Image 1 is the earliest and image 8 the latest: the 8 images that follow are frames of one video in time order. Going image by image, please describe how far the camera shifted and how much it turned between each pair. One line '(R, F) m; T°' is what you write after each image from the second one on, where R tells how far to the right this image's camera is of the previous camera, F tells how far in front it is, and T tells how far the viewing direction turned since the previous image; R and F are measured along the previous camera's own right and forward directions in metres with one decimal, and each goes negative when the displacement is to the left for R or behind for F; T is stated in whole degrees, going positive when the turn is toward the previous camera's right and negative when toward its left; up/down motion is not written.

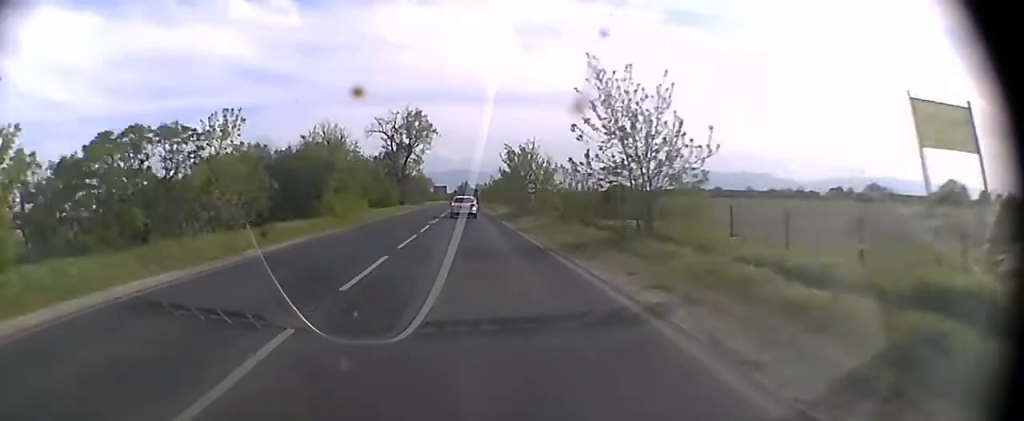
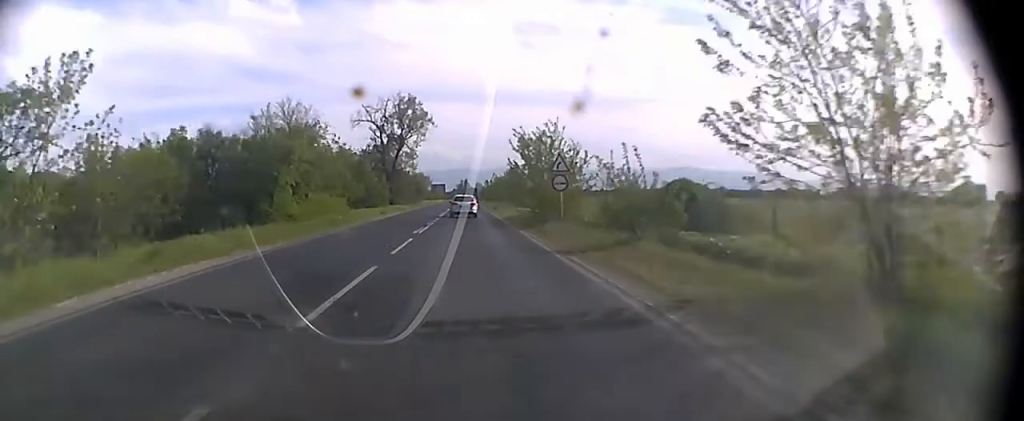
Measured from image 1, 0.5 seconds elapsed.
(0.0, +11.3) m; 0°
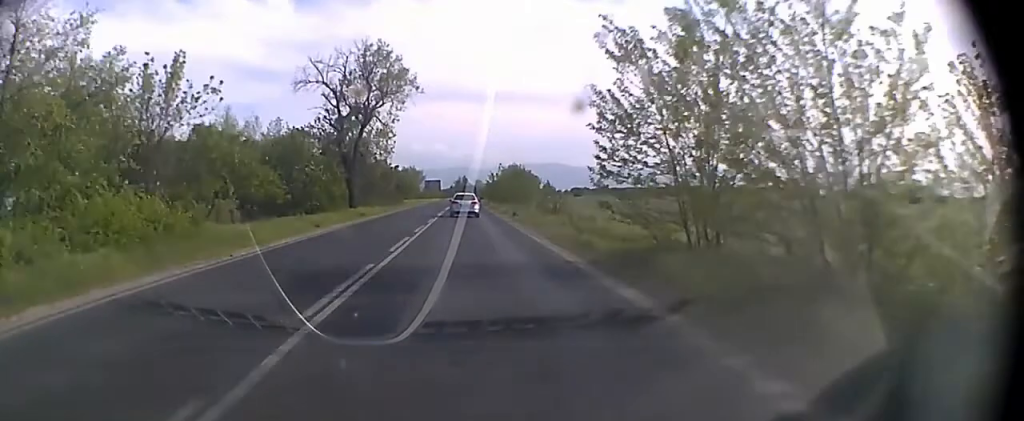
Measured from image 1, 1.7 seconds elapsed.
(0.0, +26.9) m; 0°
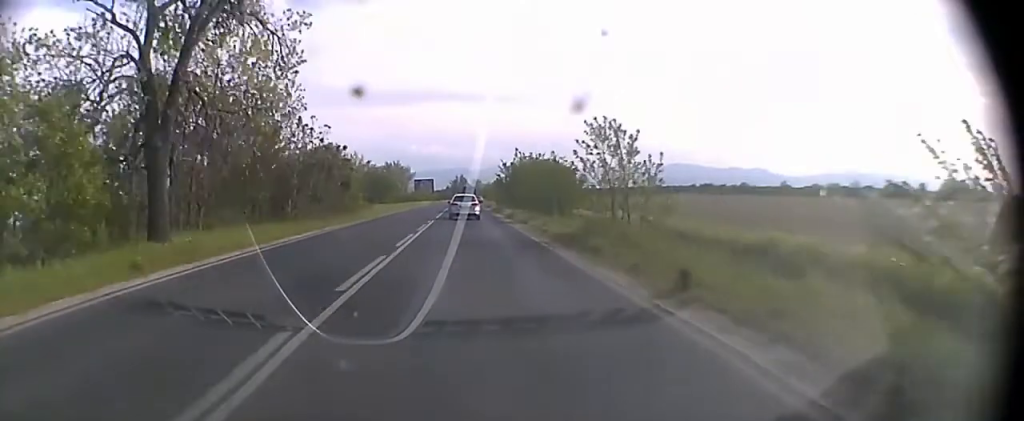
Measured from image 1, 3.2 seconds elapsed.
(+0.1, +33.4) m; 0°
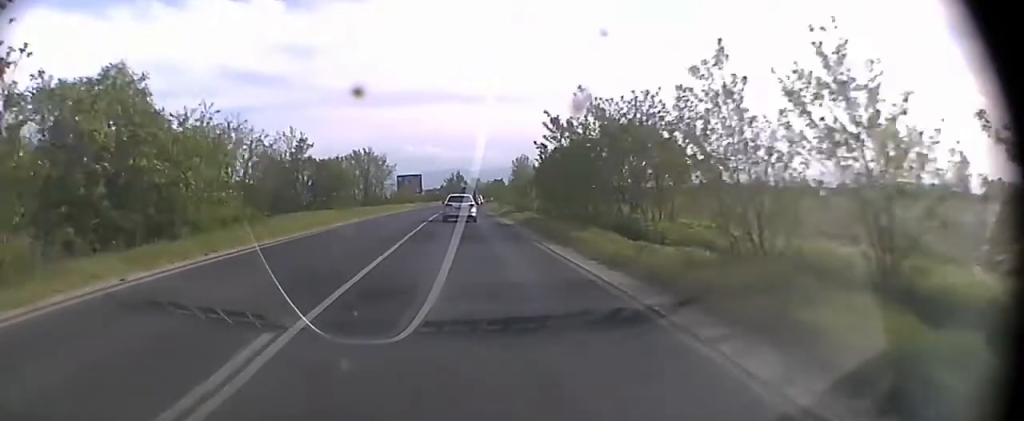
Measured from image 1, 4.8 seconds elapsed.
(0.0, +35.6) m; 0°
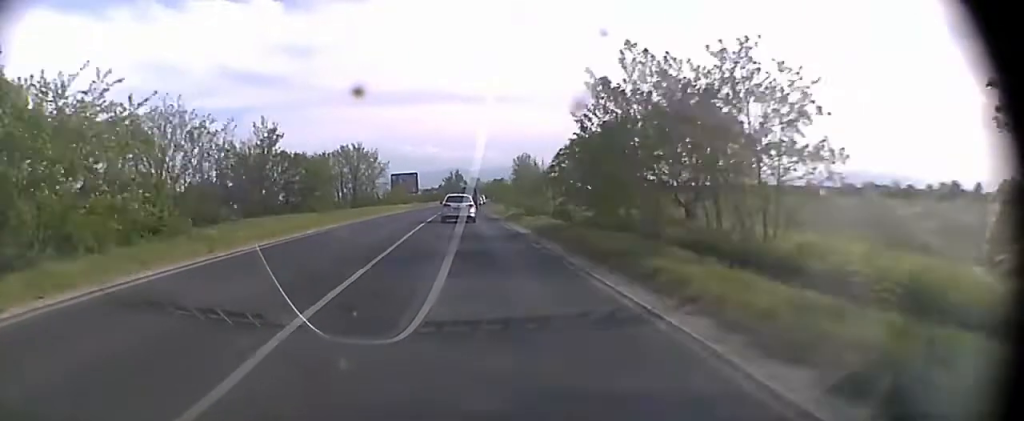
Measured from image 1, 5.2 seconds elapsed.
(0.0, +8.9) m; 0°
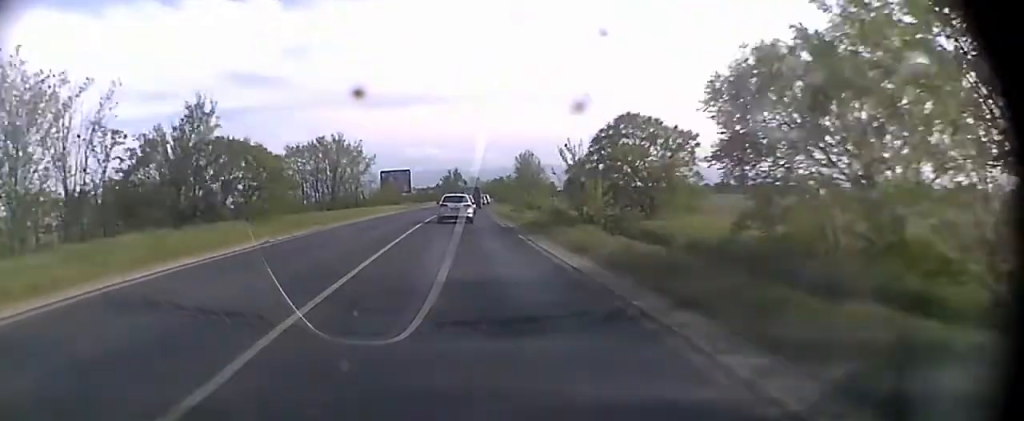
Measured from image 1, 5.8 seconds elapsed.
(0.0, +13.4) m; 0°
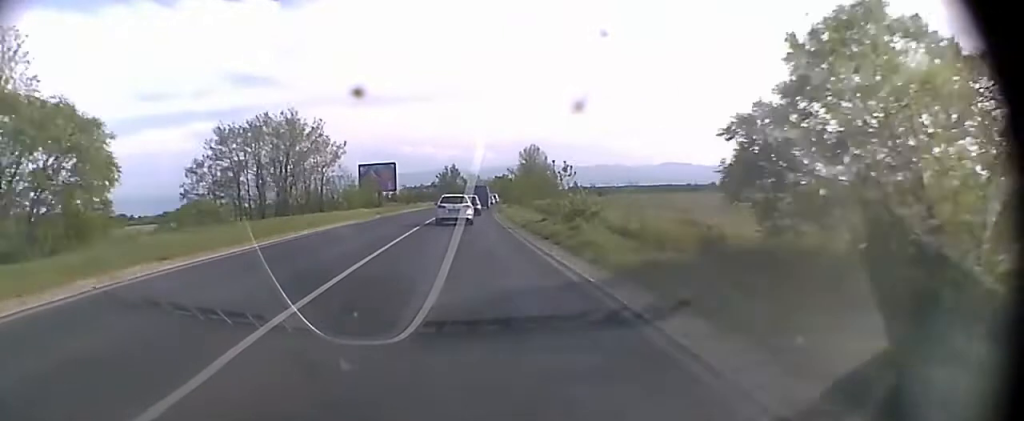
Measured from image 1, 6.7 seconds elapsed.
(0.0, +20.0) m; 0°
